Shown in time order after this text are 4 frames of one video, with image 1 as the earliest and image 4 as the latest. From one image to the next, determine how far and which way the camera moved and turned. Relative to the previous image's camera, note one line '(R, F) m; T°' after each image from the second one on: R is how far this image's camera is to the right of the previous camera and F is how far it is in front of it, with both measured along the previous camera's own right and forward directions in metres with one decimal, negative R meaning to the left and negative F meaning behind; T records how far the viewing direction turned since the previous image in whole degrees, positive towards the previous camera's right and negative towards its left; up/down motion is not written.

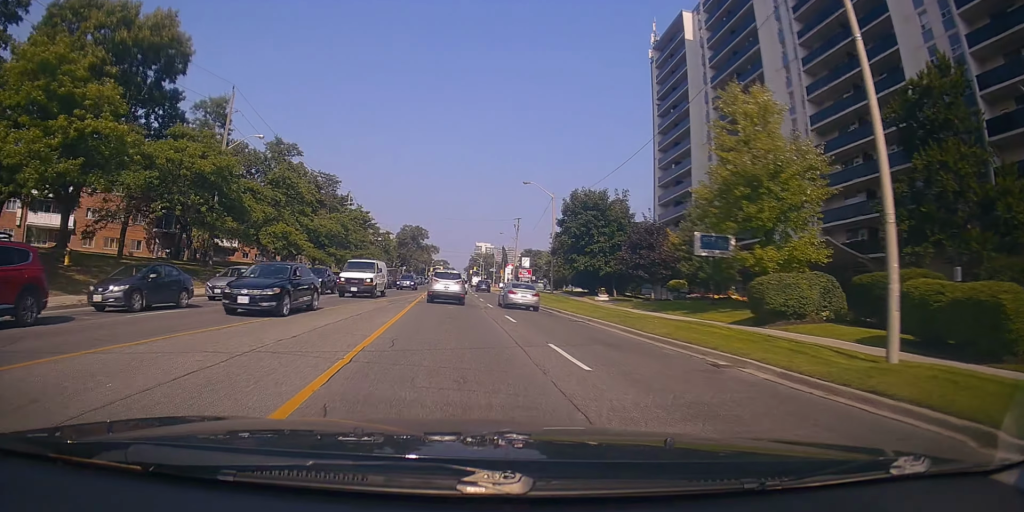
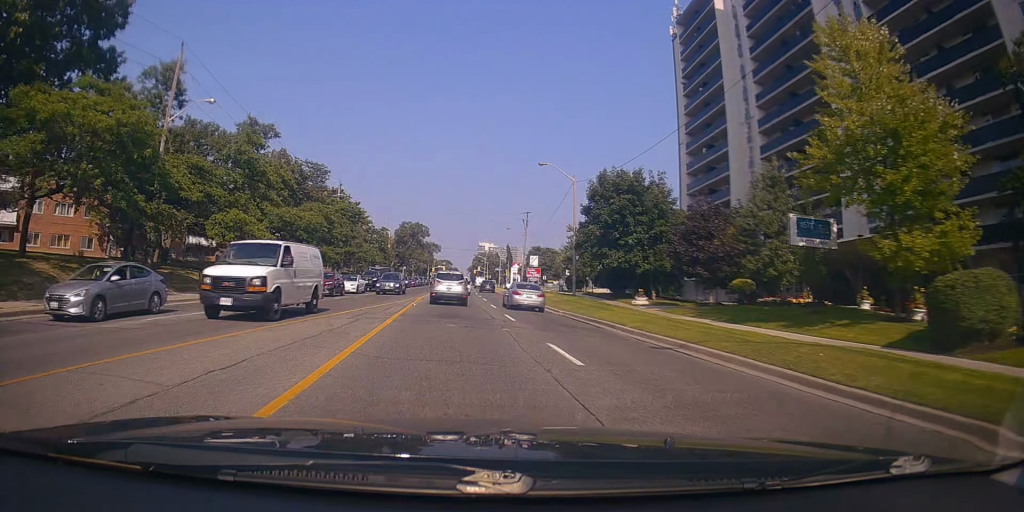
(+0.4, +9.7) m; +1°
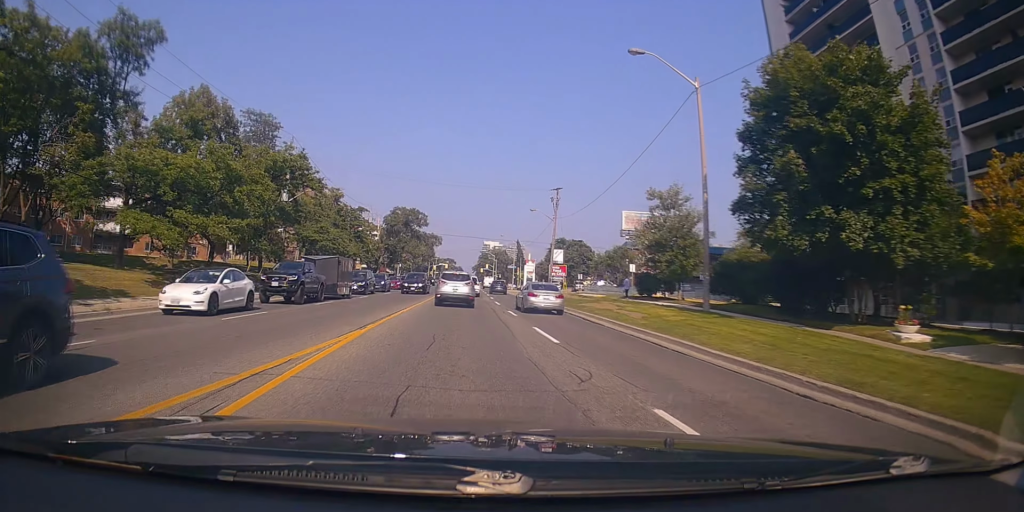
(-0.2, +25.5) m; 0°
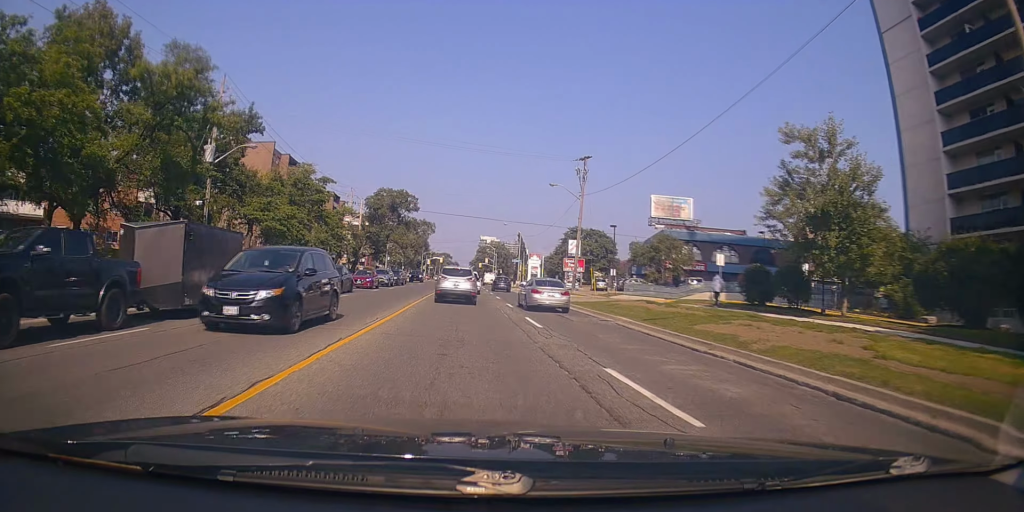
(+0.3, +17.2) m; +1°
